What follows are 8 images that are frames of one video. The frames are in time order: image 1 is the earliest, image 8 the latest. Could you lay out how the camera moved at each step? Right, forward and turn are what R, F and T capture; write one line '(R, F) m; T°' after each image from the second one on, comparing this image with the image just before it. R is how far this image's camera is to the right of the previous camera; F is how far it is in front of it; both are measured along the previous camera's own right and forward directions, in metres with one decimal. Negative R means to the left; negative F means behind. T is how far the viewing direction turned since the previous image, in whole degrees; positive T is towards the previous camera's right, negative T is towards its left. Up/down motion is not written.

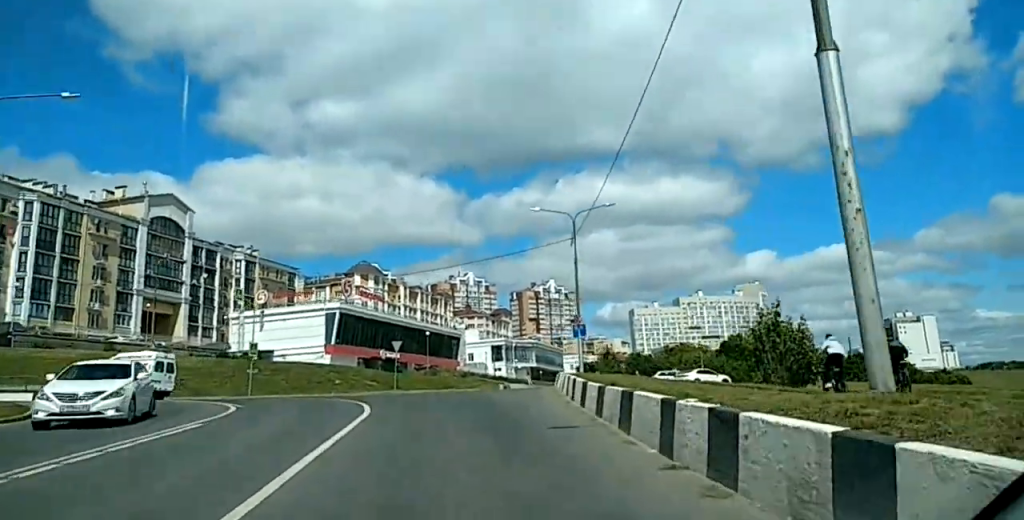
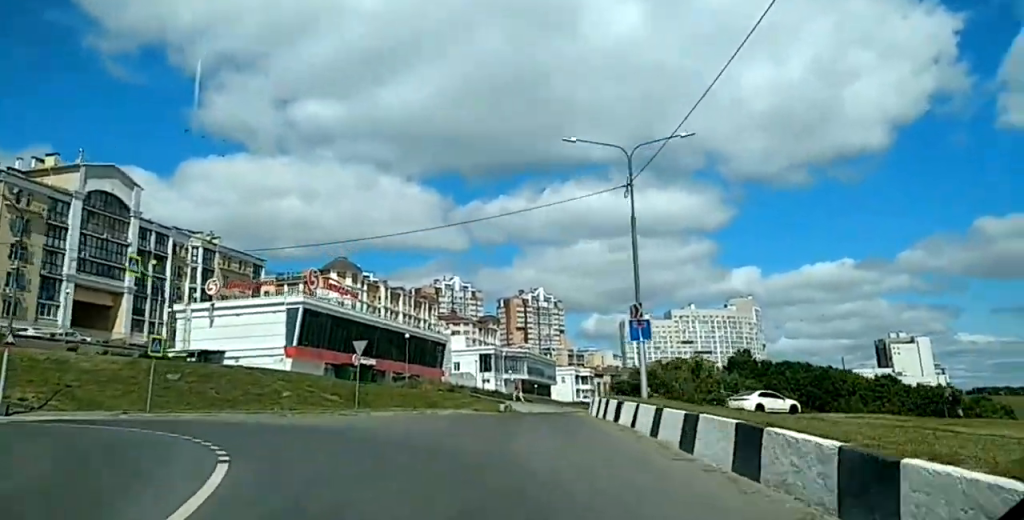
(0.0, +13.4) m; -4°
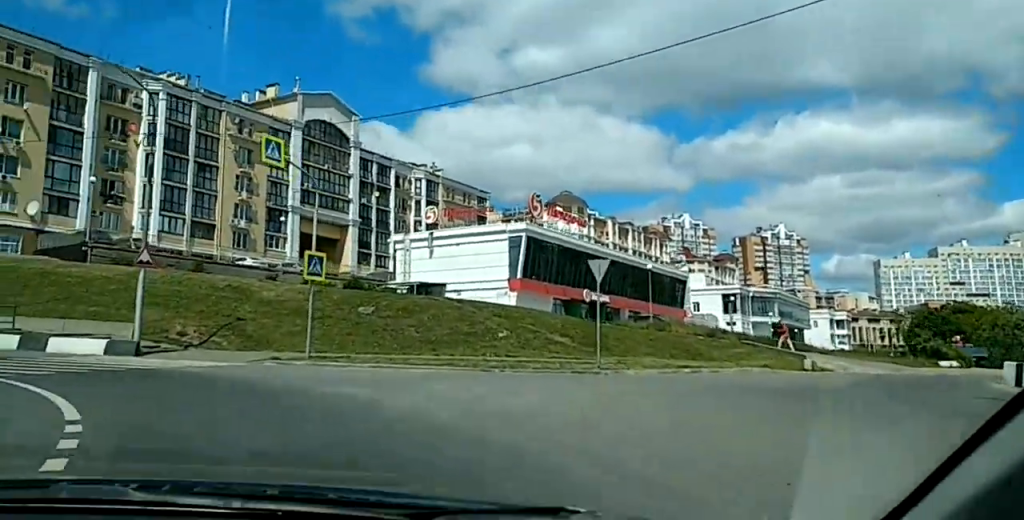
(-1.2, +13.8) m; -11°
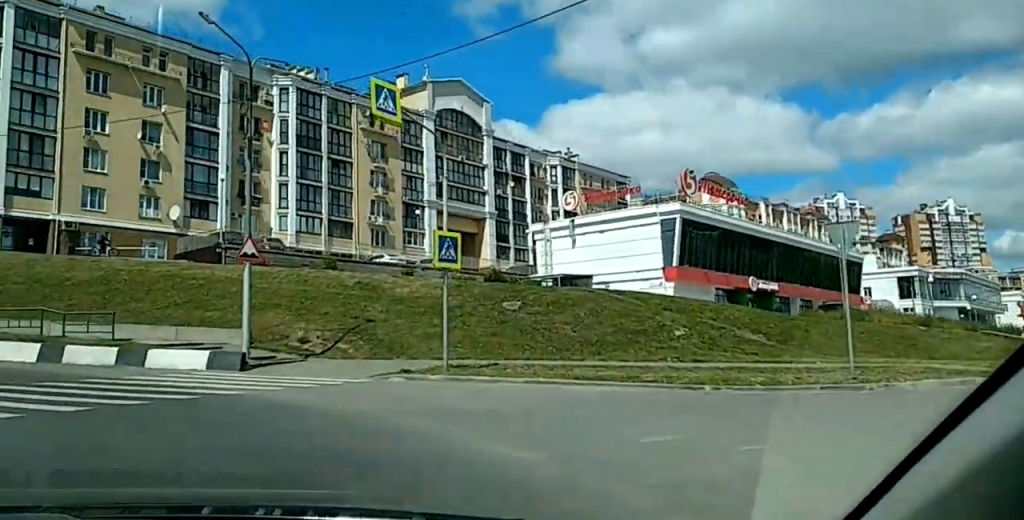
(-0.4, +6.5) m; -9°
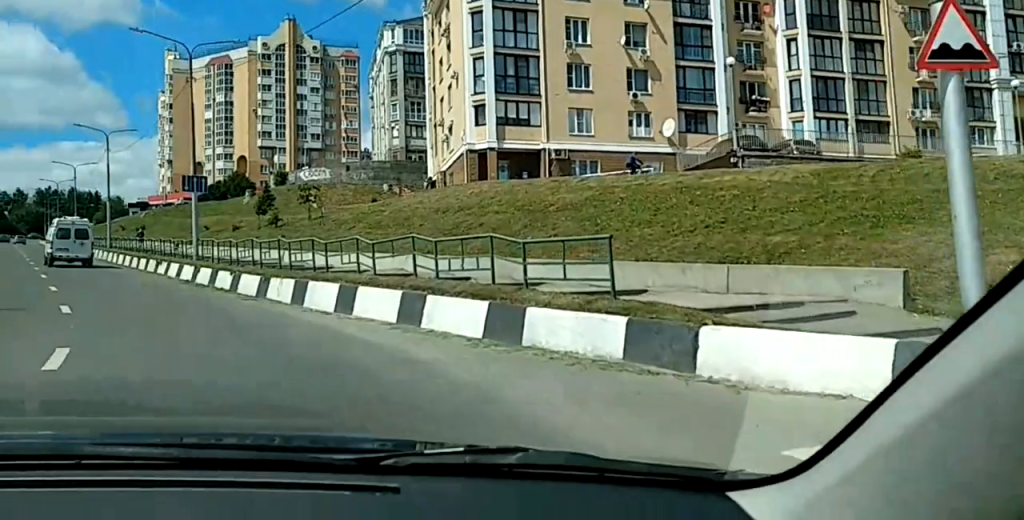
(-3.5, +14.7) m; -30°
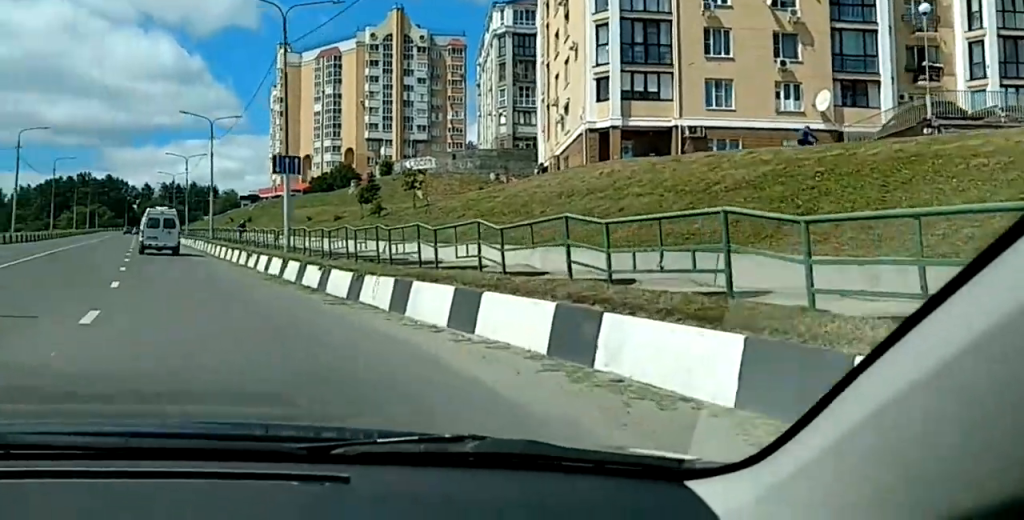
(-0.5, +5.1) m; -13°
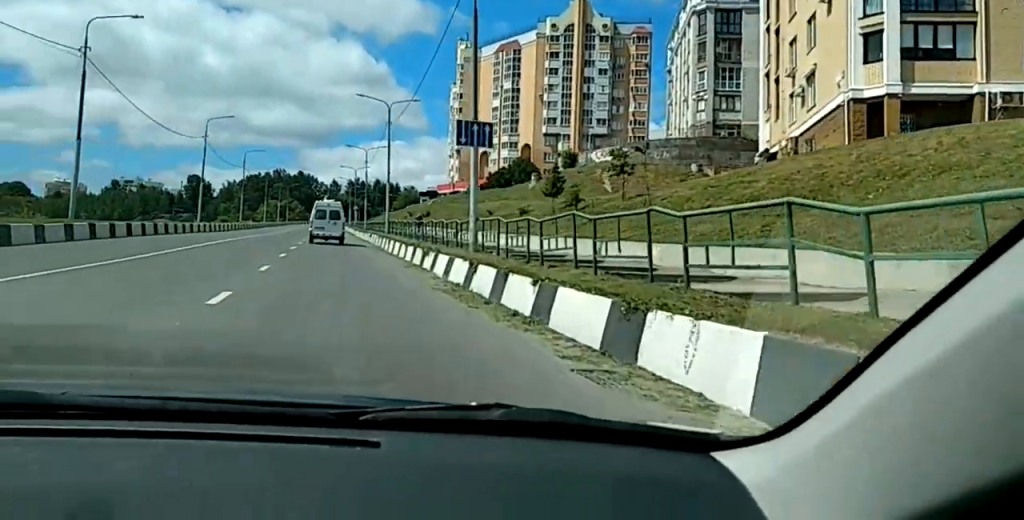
(-0.4, +8.3) m; -22°
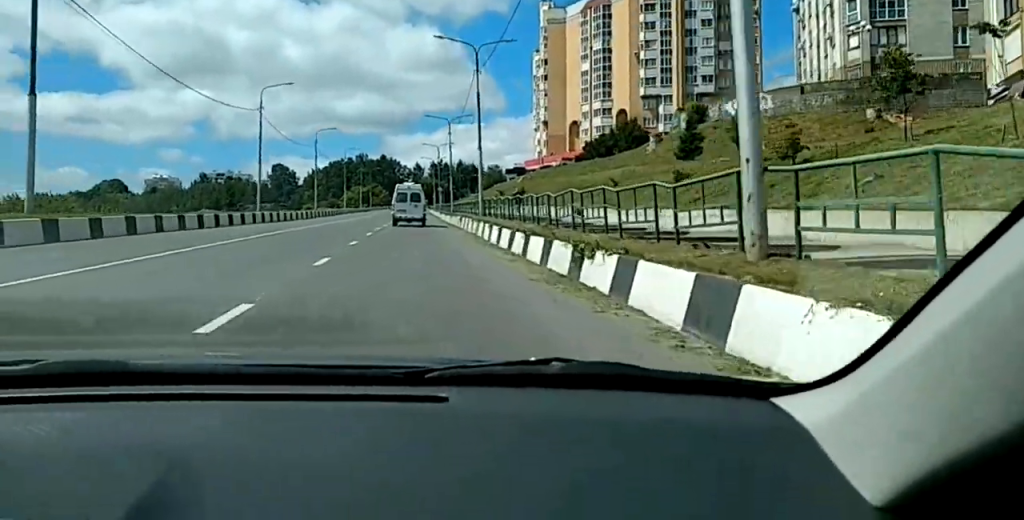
(-4.0, +14.2) m; -15°
